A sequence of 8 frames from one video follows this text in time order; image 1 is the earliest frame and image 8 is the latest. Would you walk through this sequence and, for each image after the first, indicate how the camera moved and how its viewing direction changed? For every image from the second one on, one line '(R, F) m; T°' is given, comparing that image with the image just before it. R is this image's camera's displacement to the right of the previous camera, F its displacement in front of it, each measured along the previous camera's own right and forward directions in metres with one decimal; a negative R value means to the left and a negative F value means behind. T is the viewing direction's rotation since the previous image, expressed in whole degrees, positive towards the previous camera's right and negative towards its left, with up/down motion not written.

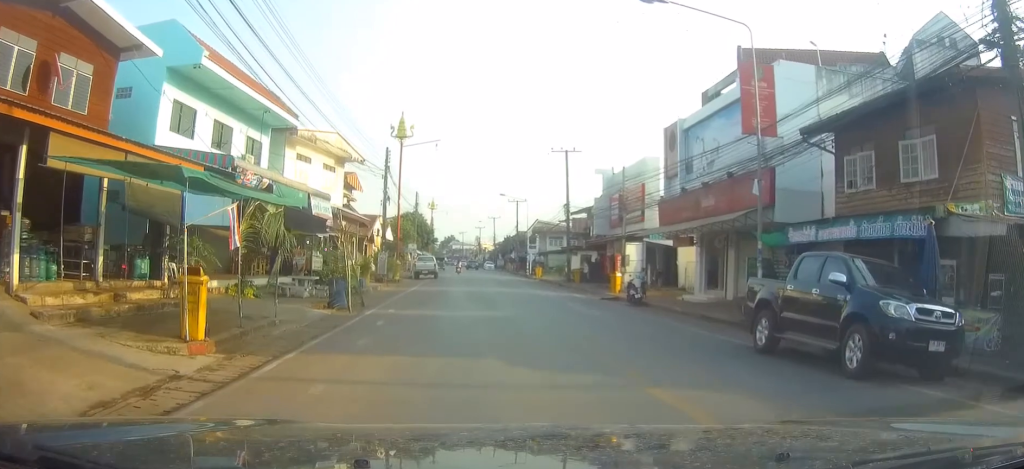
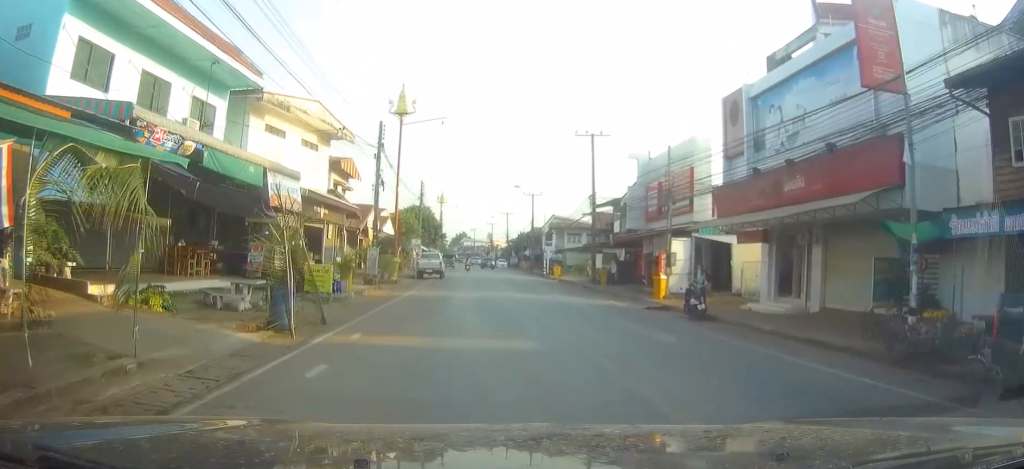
(0.0, +7.4) m; -1°
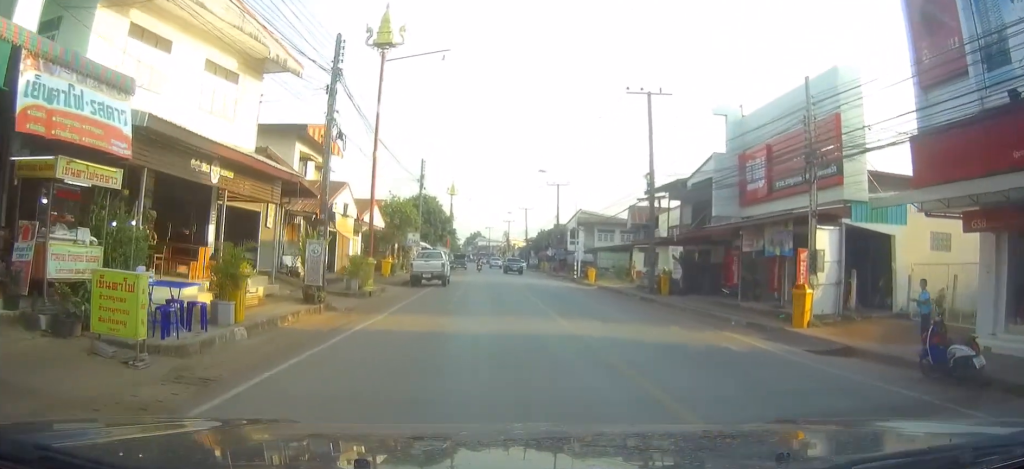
(-0.2, +13.0) m; -1°
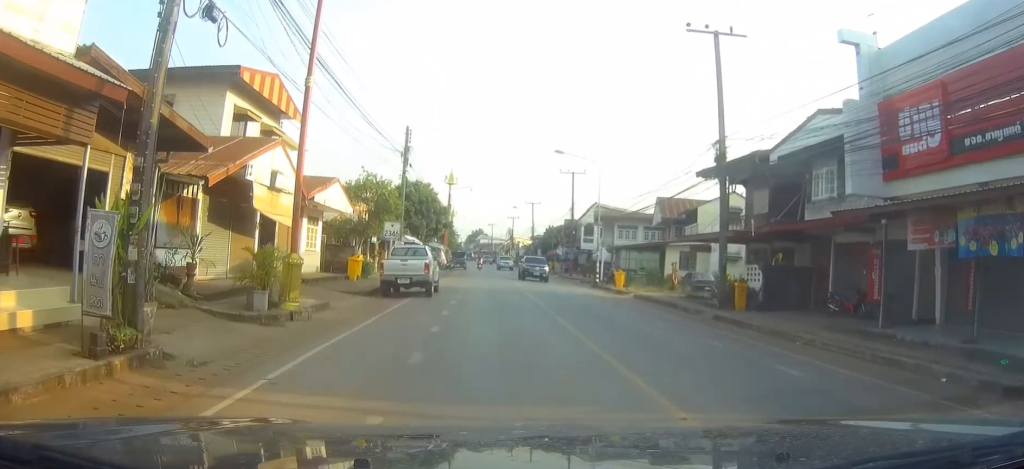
(0.0, +10.6) m; +1°
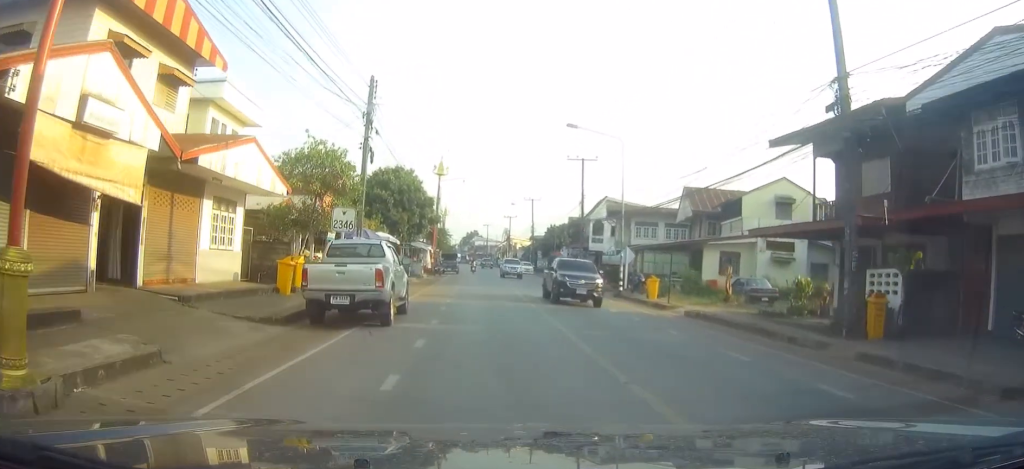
(+0.2, +9.9) m; 0°
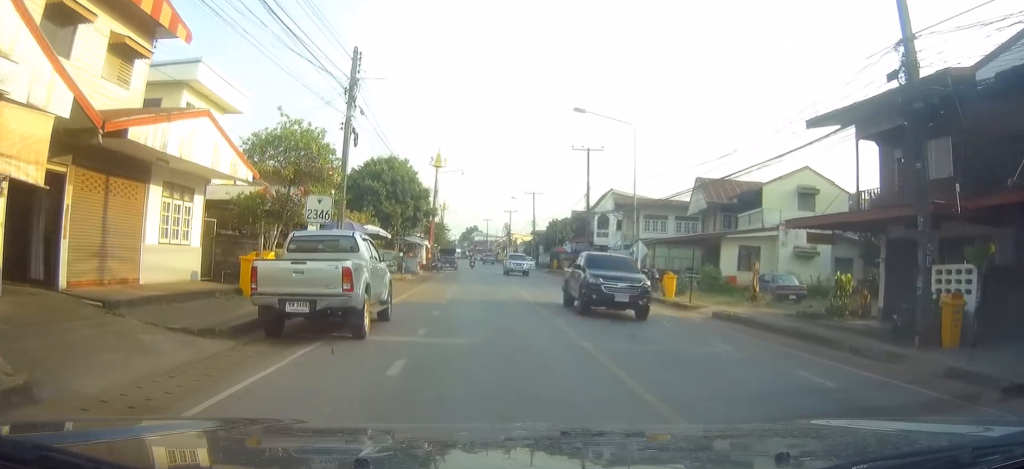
(0.0, +3.5) m; -1°
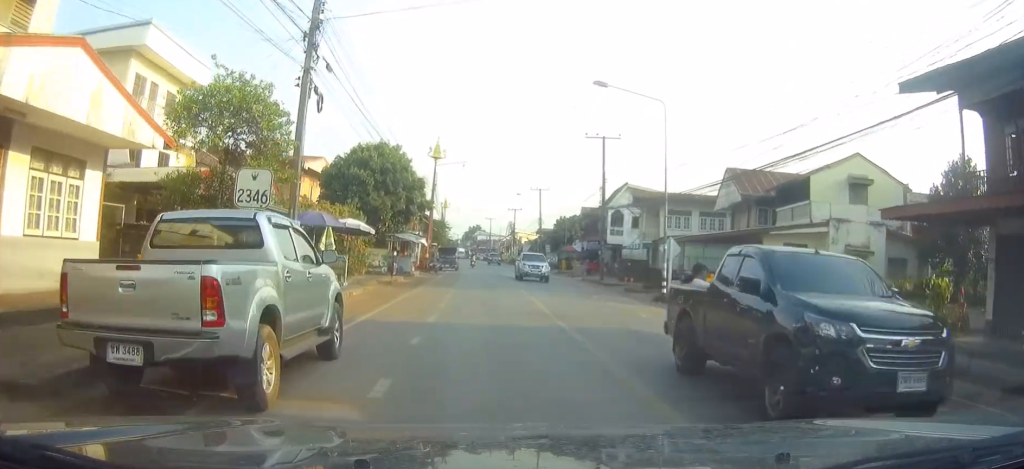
(-0.1, +5.5) m; -2°
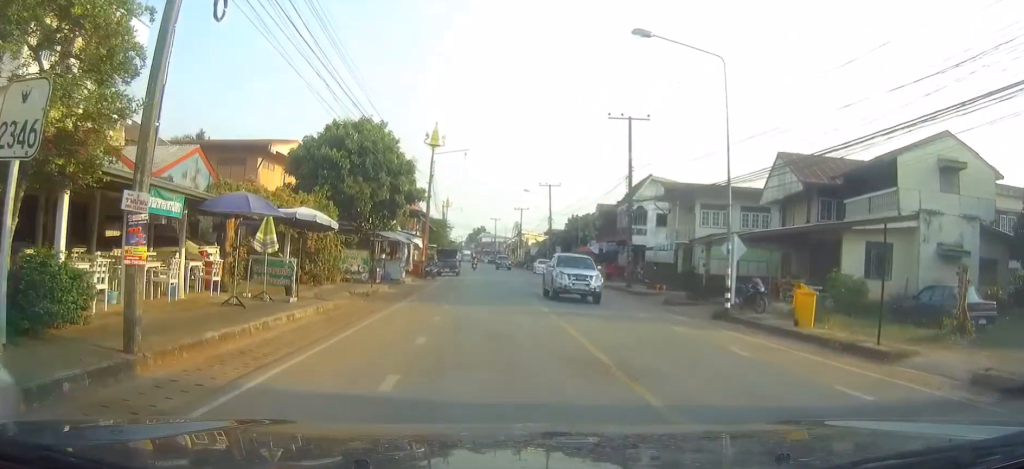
(-0.1, +7.8) m; -1°
